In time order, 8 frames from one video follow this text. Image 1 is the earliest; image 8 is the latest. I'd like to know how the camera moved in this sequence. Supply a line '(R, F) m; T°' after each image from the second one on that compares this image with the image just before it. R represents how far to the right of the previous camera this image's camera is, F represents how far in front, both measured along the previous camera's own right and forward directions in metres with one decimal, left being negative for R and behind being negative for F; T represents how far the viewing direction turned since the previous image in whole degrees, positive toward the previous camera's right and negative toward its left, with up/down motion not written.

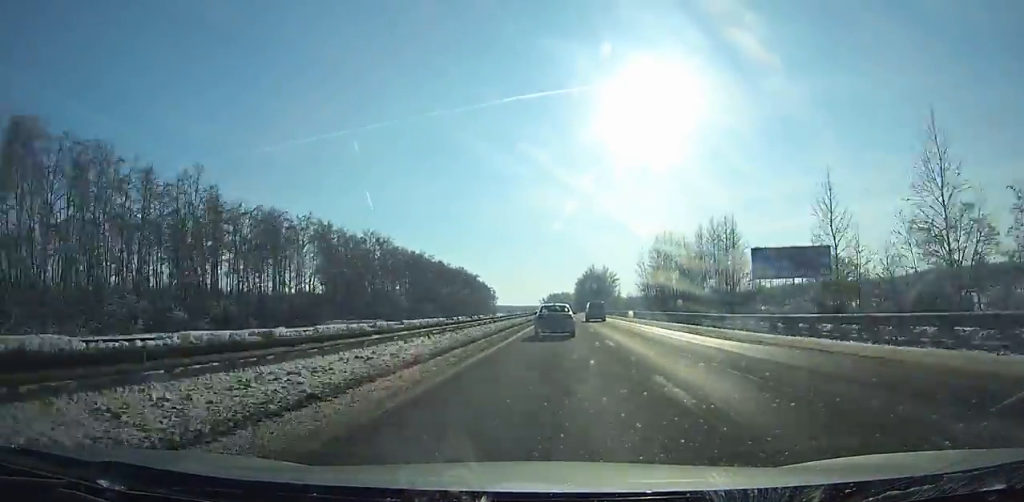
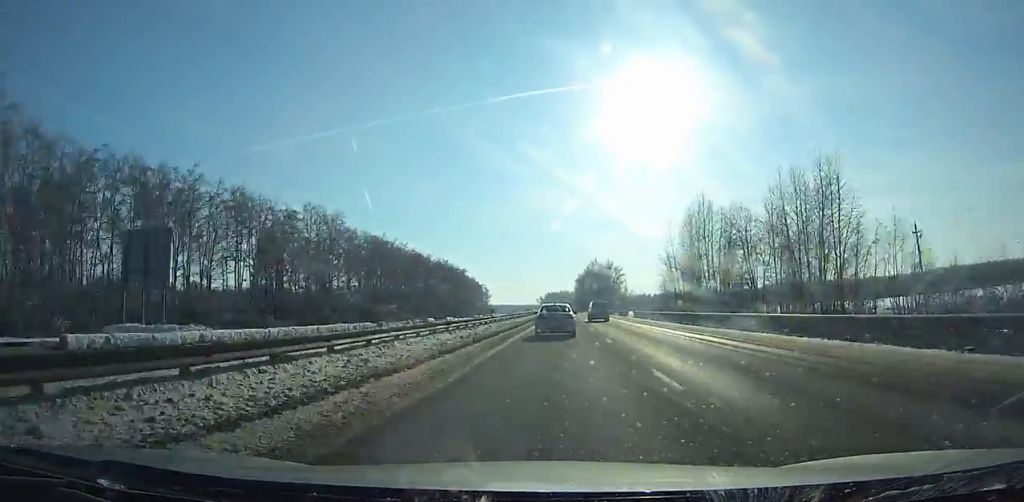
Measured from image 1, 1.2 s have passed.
(0.0, +34.8) m; 0°
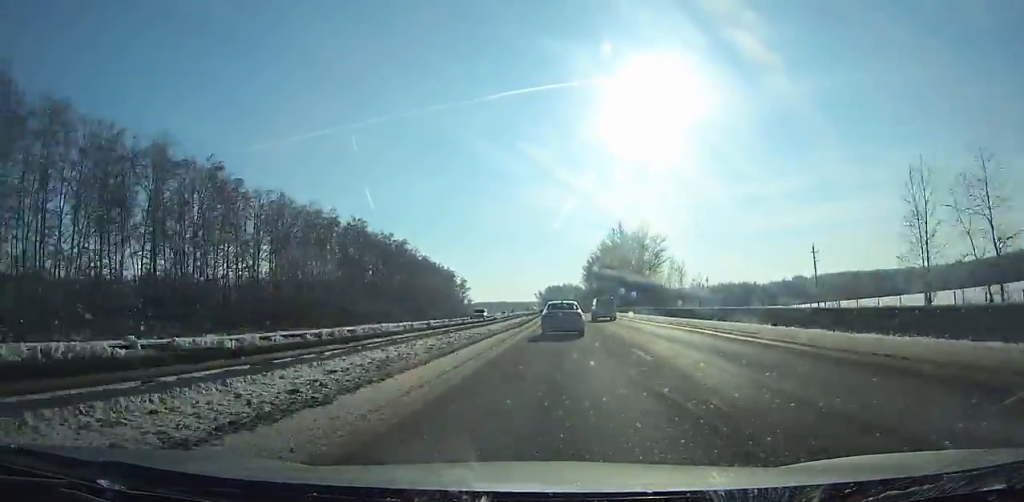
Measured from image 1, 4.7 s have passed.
(+0.2, +102.3) m; 0°
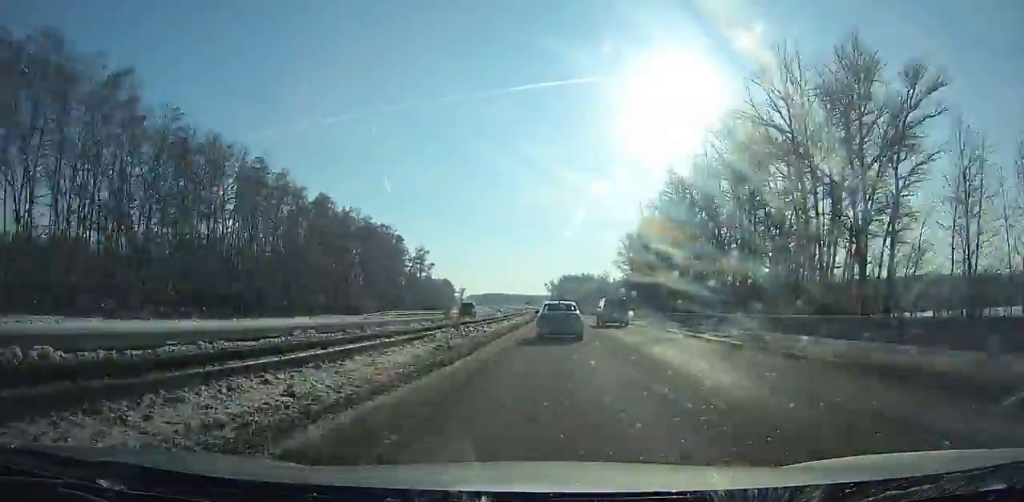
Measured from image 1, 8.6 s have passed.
(-1.2, +114.9) m; -2°
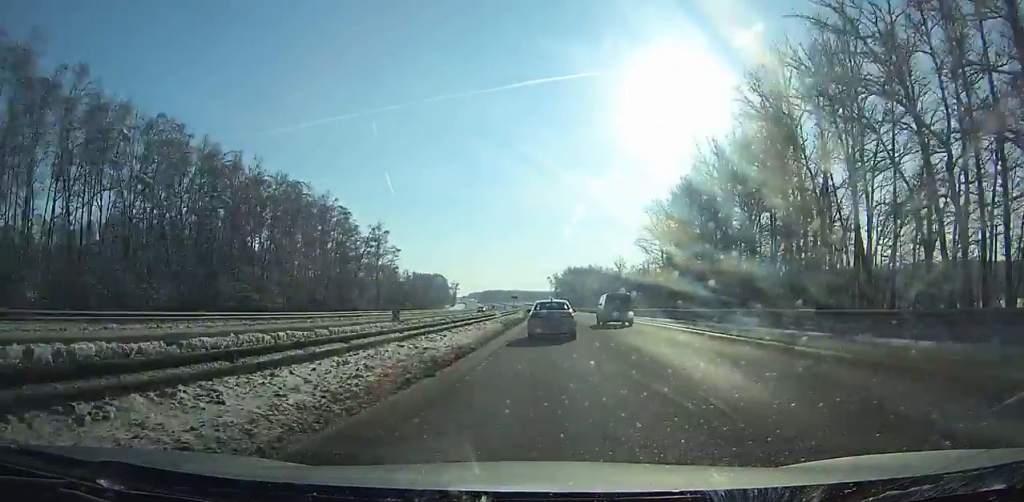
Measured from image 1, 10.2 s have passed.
(-0.3, +47.3) m; -1°
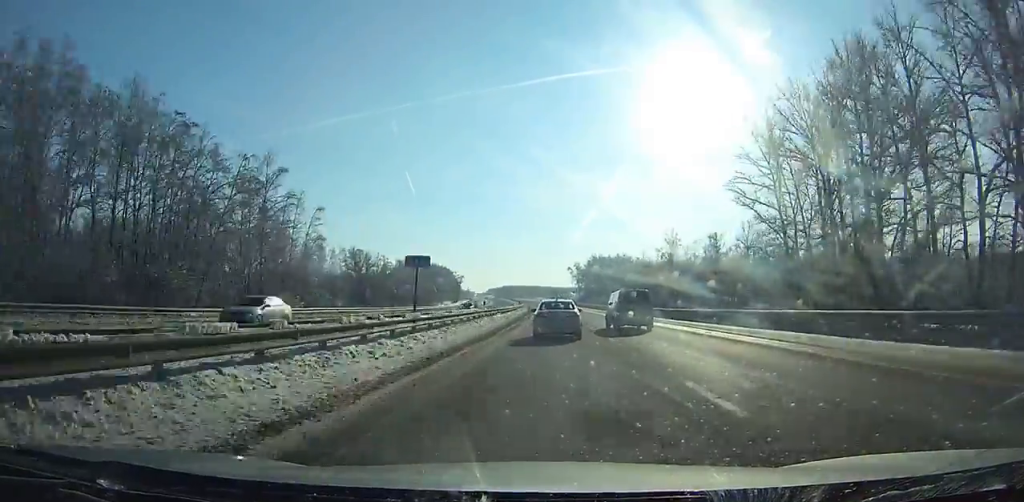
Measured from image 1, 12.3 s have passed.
(-0.8, +62.2) m; -2°
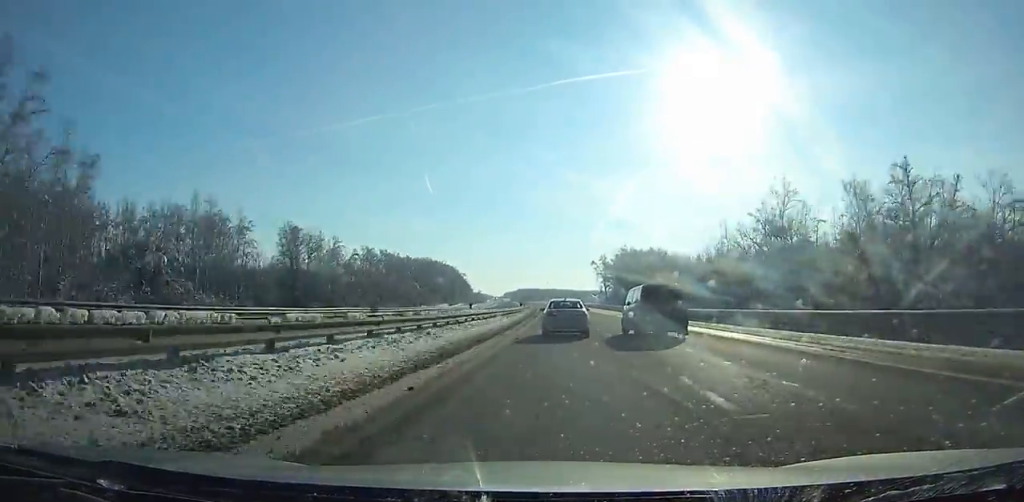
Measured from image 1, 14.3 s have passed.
(-1.1, +59.2) m; -1°
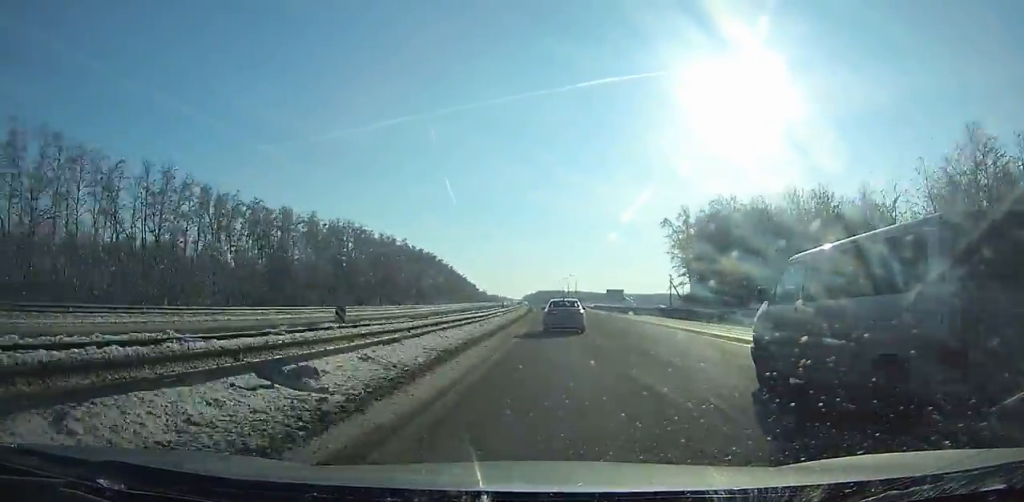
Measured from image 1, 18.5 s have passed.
(-2.5, +123.8) m; -3°
